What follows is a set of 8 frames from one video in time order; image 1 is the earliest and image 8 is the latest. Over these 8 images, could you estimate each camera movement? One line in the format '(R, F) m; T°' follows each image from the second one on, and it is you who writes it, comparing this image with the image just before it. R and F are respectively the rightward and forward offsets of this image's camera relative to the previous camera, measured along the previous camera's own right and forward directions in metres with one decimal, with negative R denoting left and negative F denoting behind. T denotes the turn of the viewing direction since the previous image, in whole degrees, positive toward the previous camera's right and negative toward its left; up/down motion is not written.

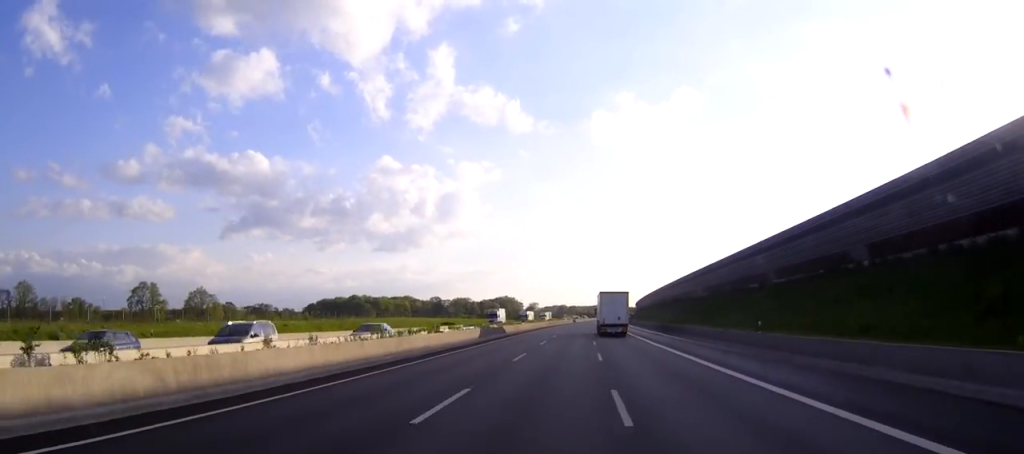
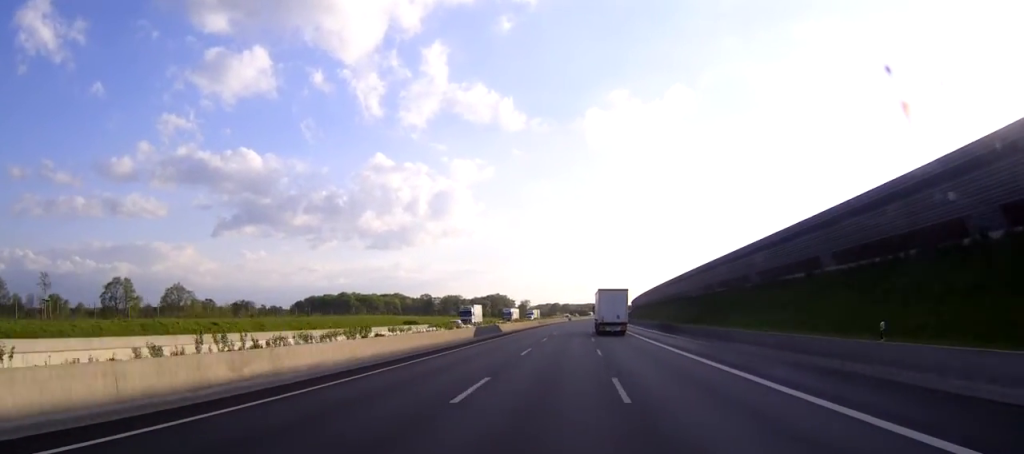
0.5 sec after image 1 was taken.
(+0.1, +14.7) m; +1°
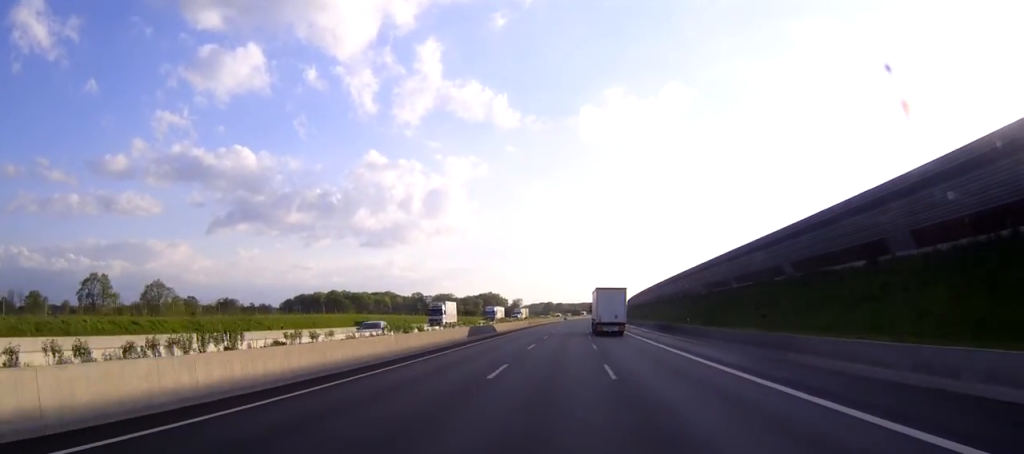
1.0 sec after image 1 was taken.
(+0.1, +12.1) m; 0°
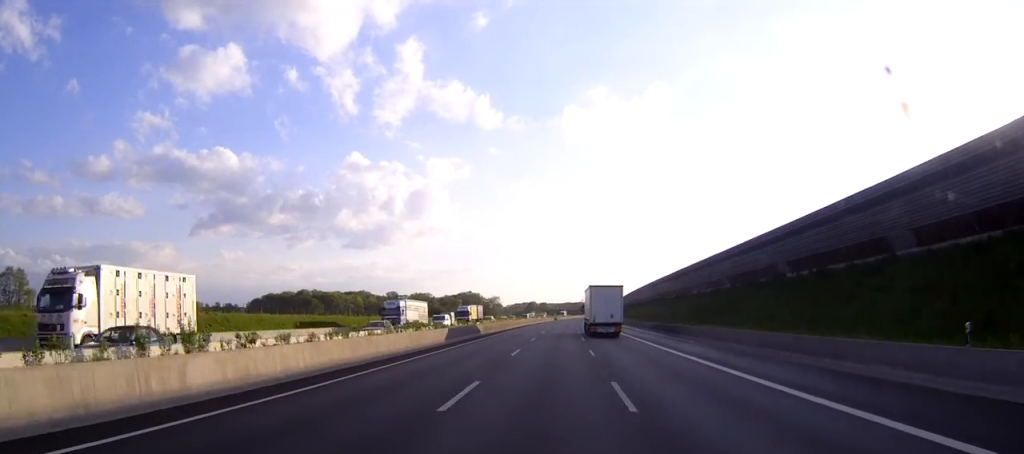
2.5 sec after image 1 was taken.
(+0.3, +43.0) m; +1°
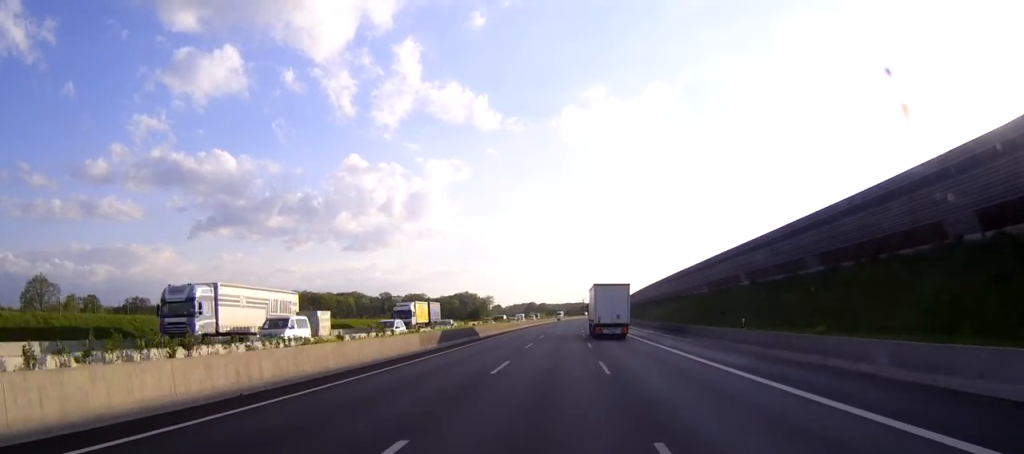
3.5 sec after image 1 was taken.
(+0.1, +27.2) m; 0°
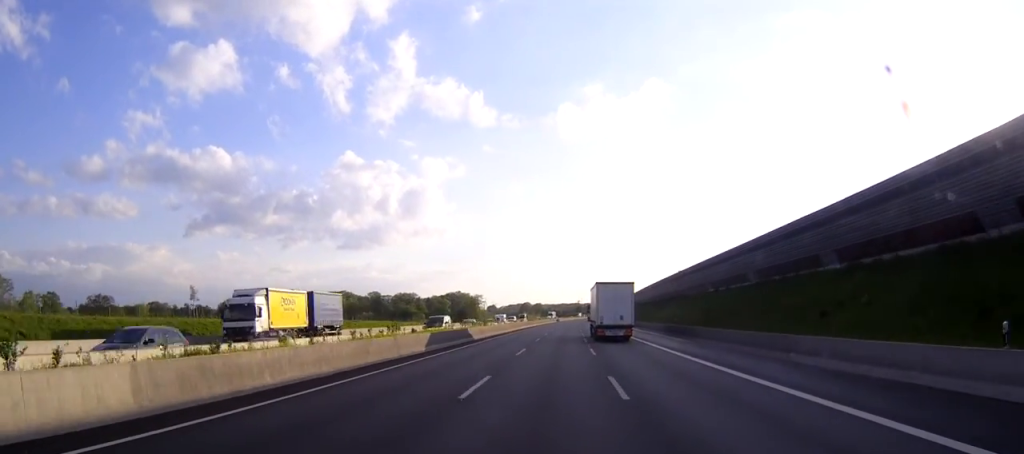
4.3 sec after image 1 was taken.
(-0.1, +24.4) m; 0°
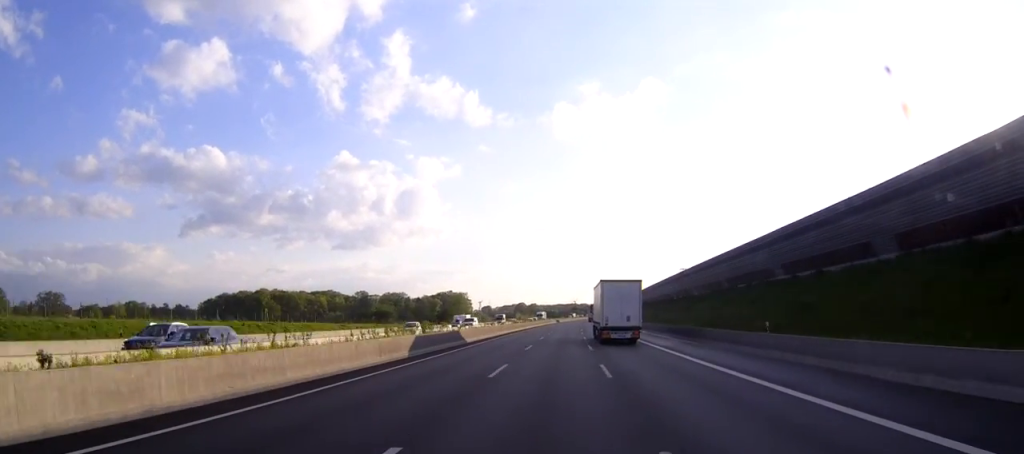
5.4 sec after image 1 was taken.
(+0.2, +30.0) m; 0°
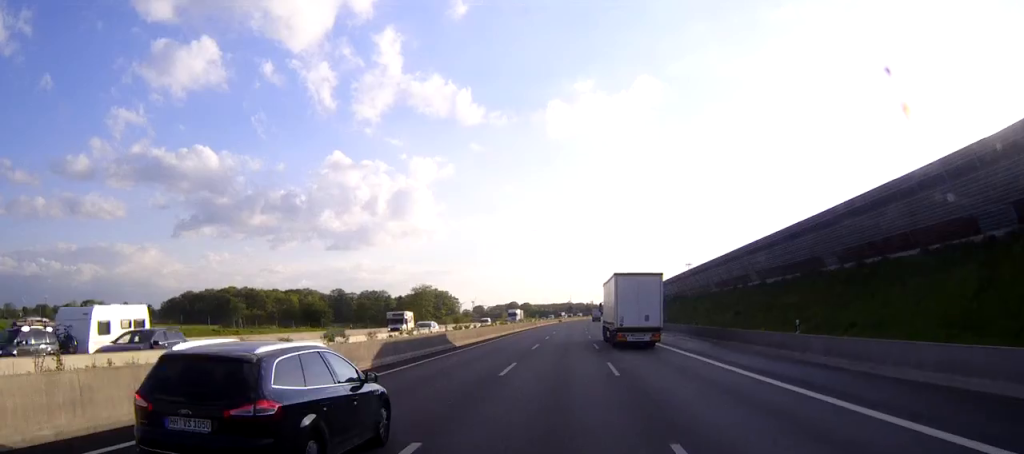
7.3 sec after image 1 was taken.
(+0.3, +53.3) m; 0°
